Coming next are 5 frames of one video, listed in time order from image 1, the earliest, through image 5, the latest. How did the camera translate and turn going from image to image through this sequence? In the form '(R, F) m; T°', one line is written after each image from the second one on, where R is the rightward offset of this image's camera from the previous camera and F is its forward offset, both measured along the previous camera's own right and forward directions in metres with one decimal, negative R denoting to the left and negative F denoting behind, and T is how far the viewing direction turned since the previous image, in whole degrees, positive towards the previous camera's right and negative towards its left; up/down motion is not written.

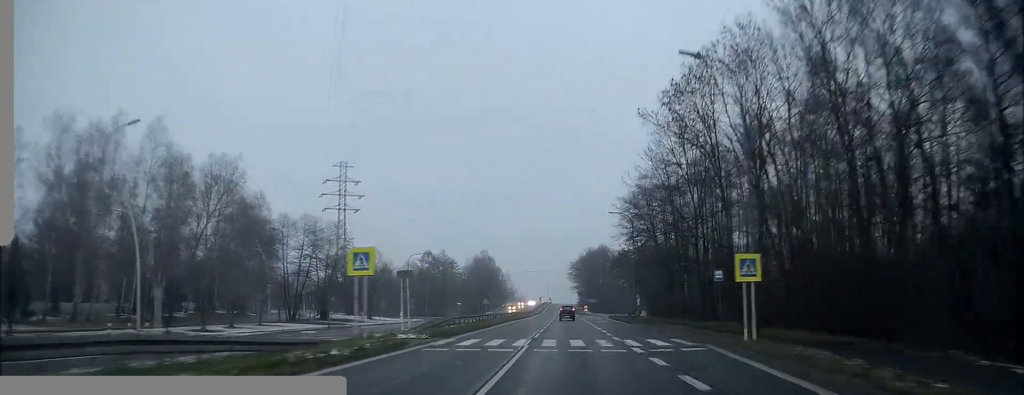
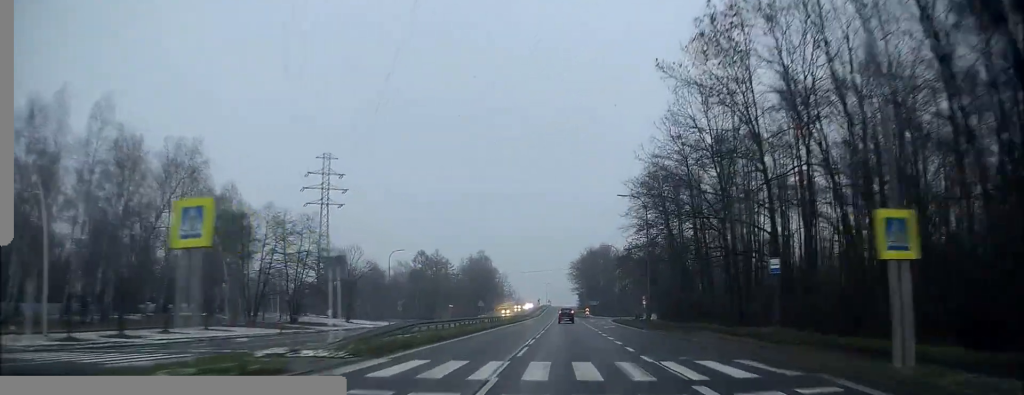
(0.0, +9.6) m; 0°
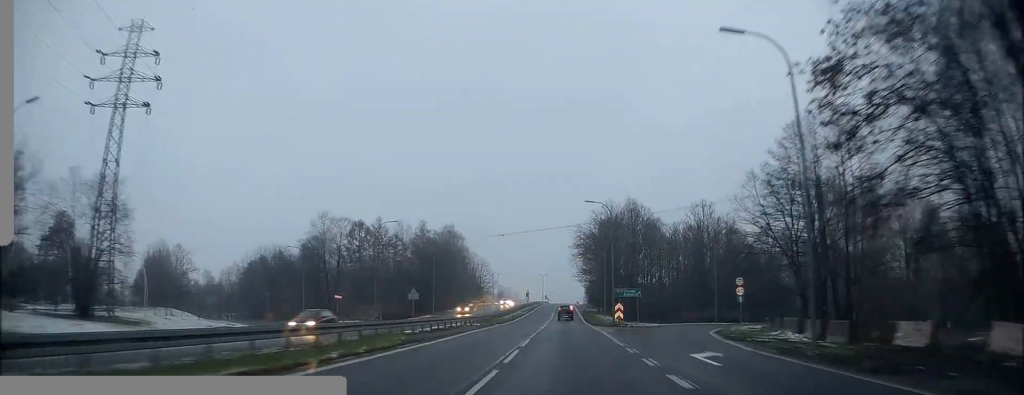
(0.0, +62.6) m; +1°
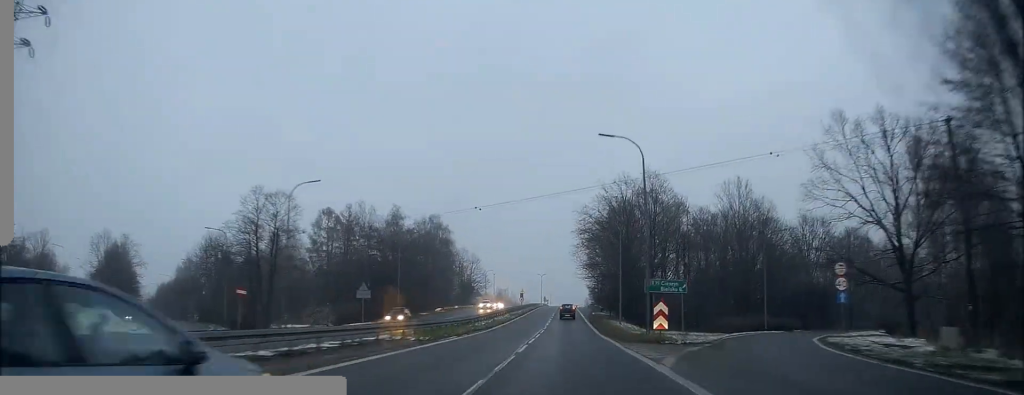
(+0.3, +20.0) m; 0°
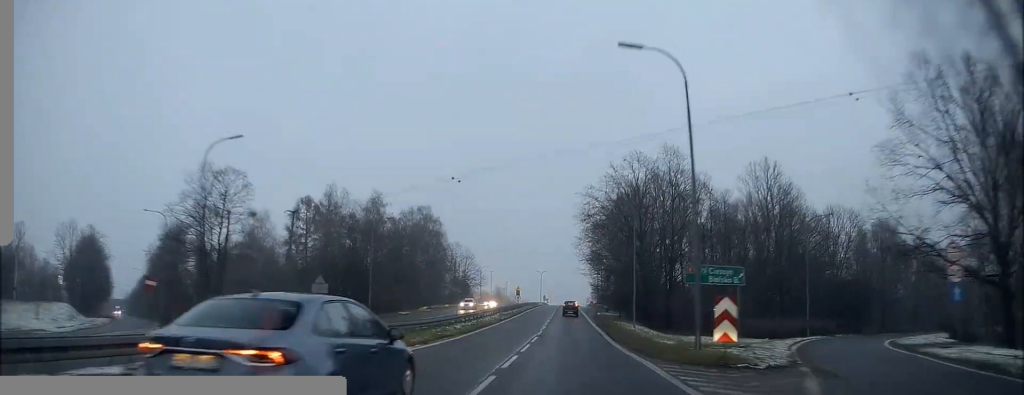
(-0.1, +10.9) m; -1°
